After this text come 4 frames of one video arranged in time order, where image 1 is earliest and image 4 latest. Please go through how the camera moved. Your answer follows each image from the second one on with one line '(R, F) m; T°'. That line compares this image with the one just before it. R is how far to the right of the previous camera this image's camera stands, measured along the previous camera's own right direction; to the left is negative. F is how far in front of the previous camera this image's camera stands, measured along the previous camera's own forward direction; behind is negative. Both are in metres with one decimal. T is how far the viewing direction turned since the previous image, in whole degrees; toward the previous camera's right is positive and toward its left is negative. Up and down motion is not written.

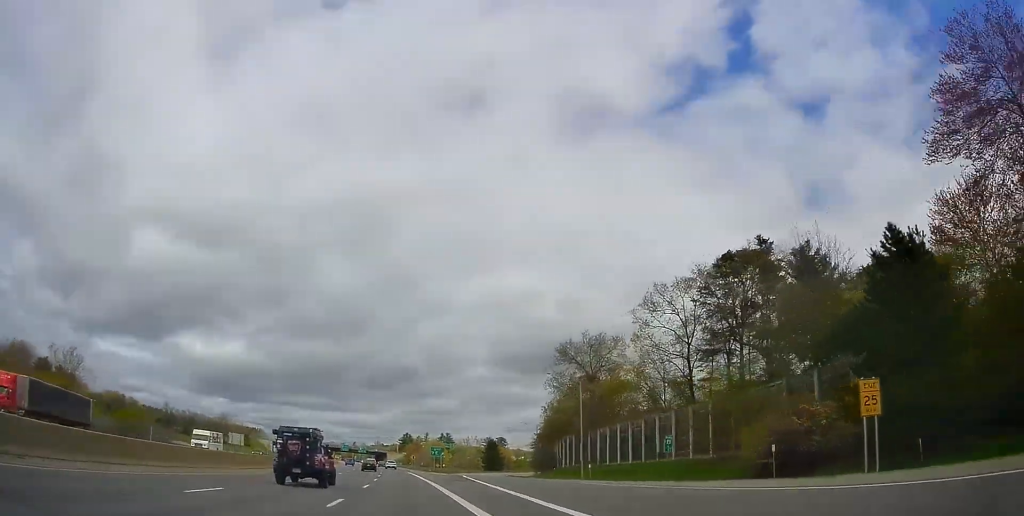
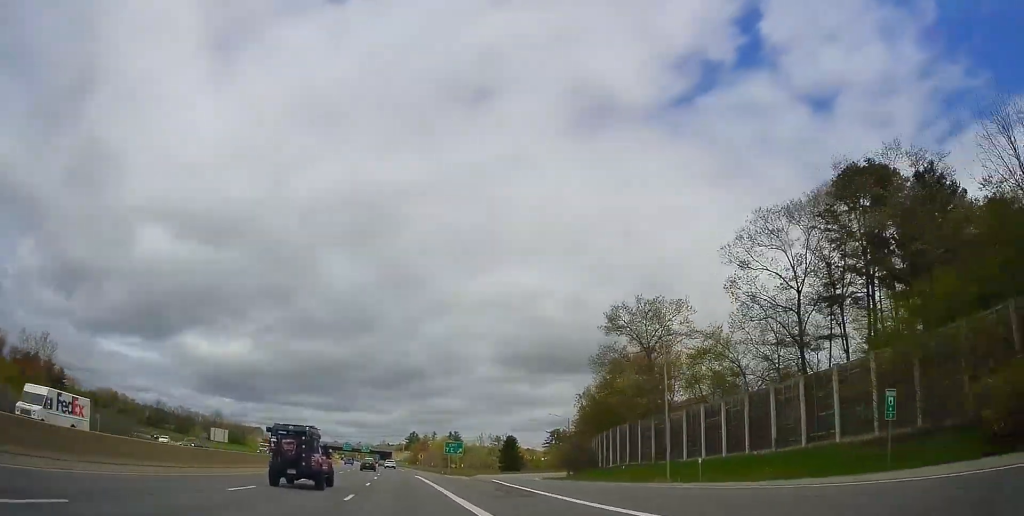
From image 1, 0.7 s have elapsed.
(-0.1, +21.4) m; -1°
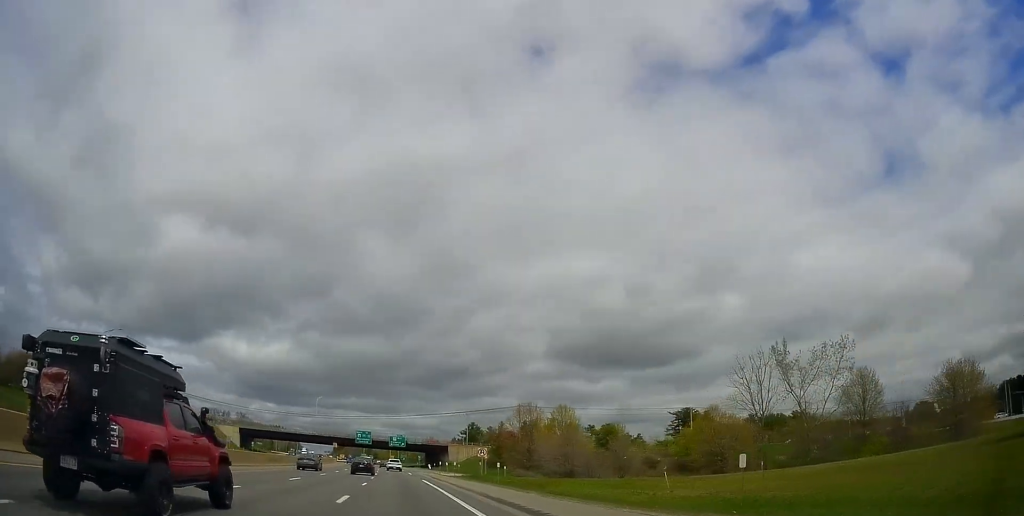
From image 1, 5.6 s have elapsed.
(-5.4, +150.3) m; -5°
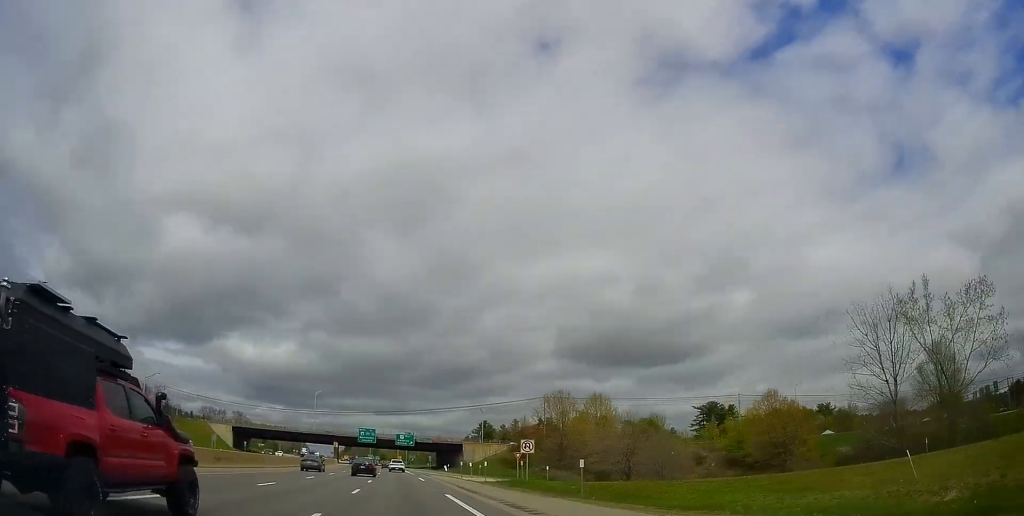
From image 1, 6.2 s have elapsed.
(-0.2, +19.0) m; 0°
